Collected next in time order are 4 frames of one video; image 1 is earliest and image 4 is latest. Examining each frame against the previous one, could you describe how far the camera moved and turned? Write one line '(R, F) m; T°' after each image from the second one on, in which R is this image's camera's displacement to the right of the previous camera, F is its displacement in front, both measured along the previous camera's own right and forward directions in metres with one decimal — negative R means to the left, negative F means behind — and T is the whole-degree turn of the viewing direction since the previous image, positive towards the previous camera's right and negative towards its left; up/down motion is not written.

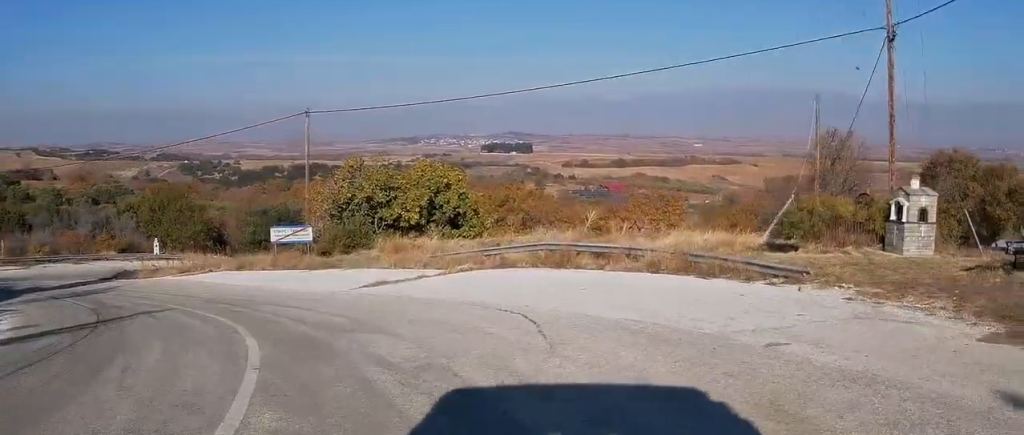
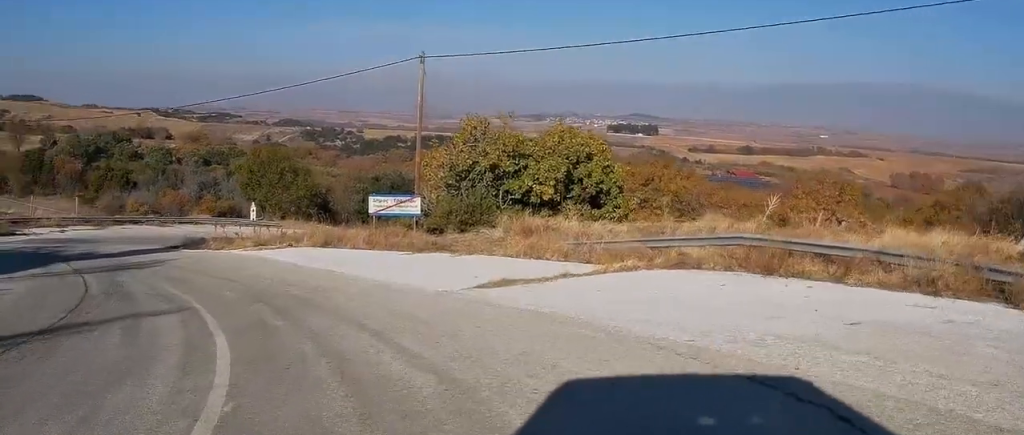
(-0.5, +8.7) m; -9°
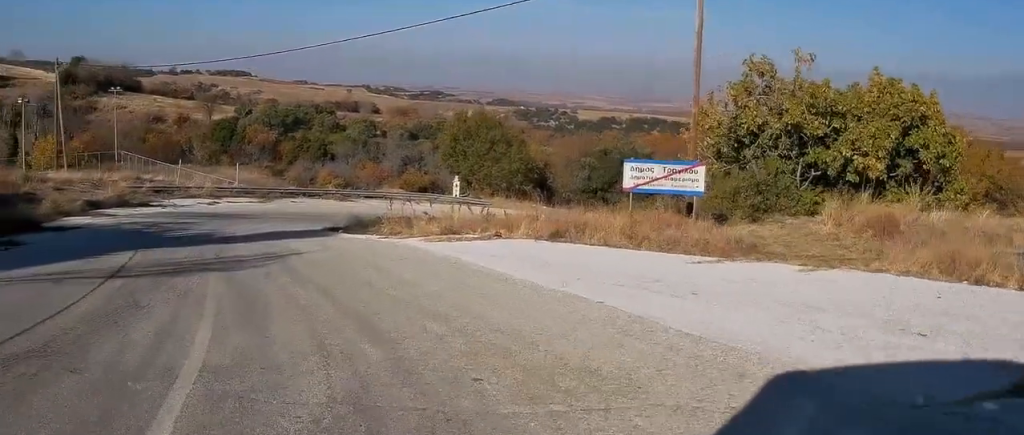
(-2.1, +12.7) m; -16°
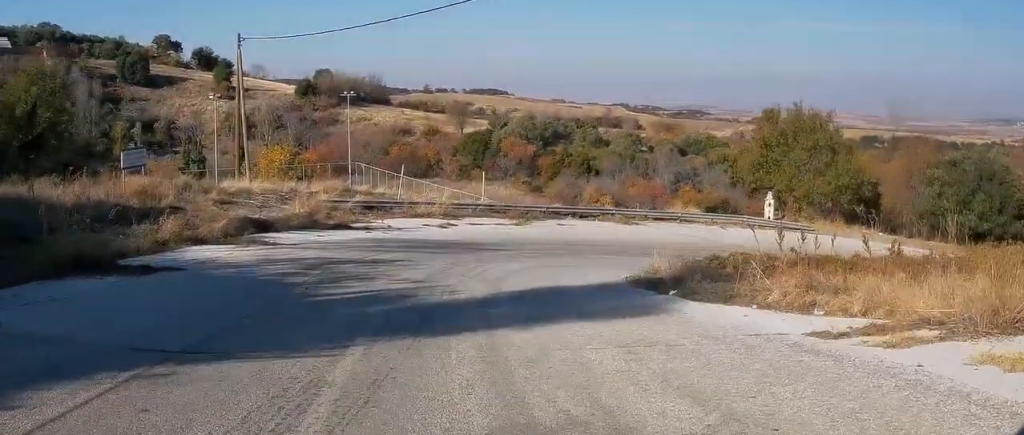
(-1.5, +15.3) m; -16°
